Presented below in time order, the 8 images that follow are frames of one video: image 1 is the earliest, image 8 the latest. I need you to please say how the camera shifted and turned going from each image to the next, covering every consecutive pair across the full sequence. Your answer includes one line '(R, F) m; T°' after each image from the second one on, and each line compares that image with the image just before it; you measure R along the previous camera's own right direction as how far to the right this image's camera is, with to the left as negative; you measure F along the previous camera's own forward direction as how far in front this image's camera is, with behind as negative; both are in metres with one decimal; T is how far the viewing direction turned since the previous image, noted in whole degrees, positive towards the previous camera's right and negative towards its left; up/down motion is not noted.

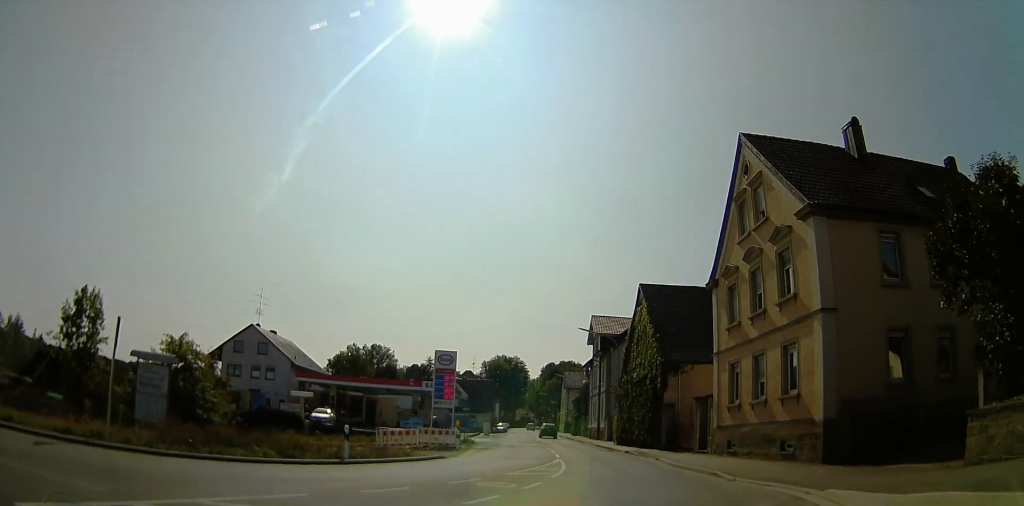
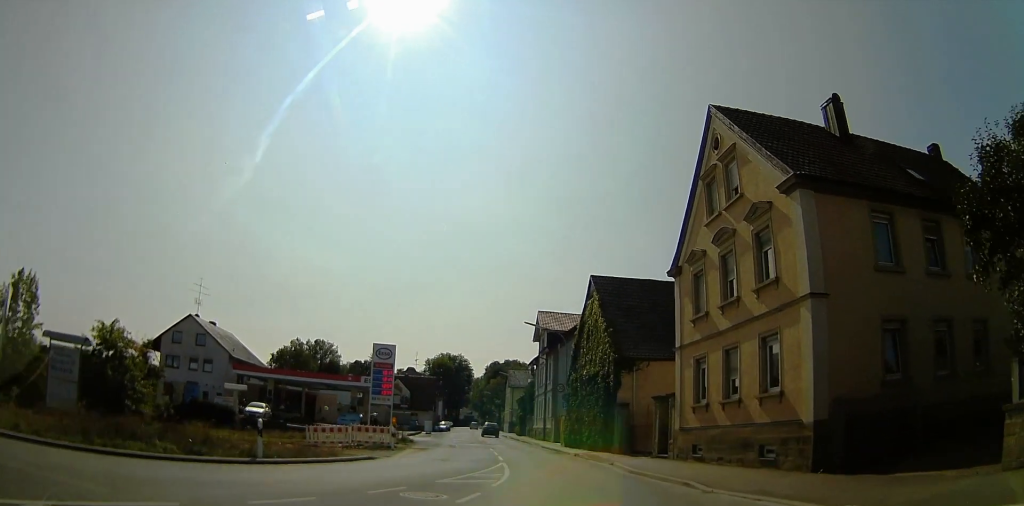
(0.0, +3.1) m; 0°
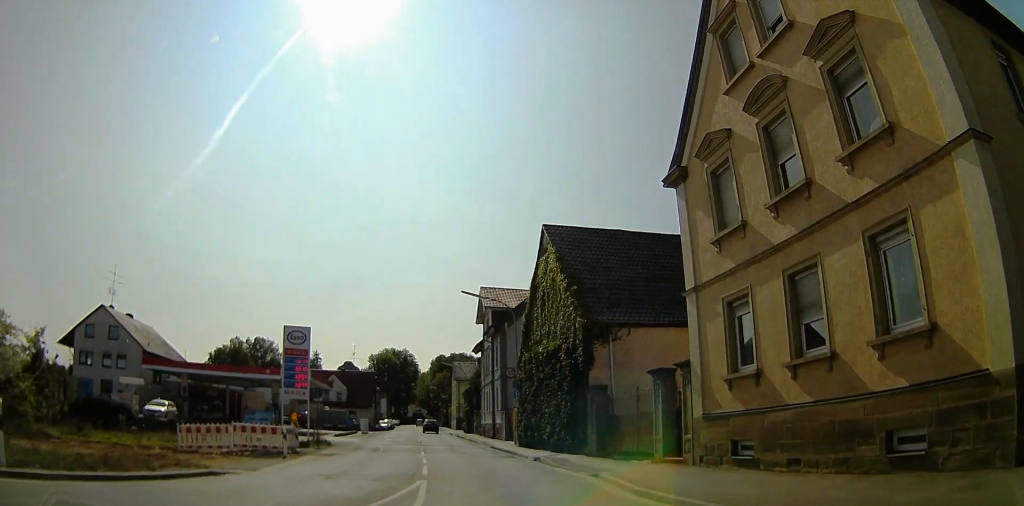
(0.0, +8.6) m; 0°
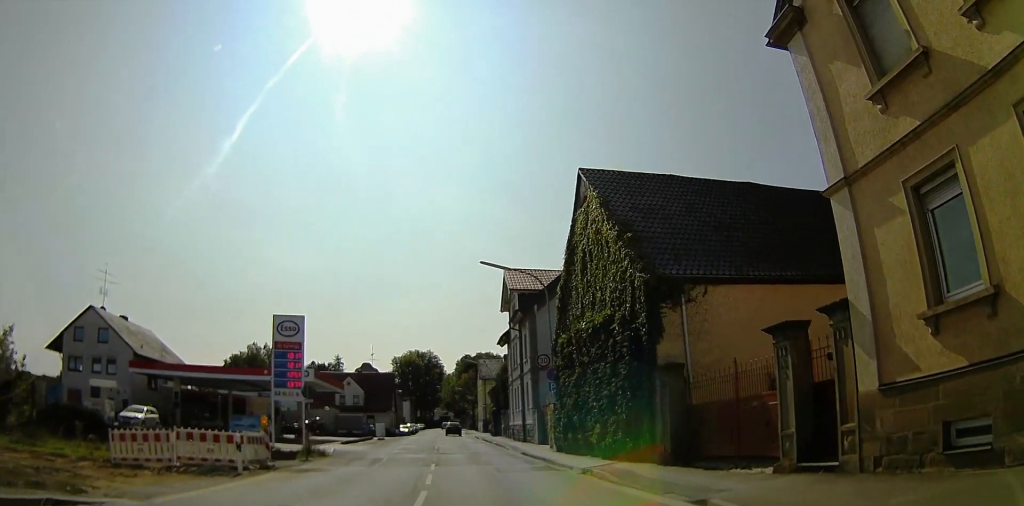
(0.0, +5.9) m; 0°
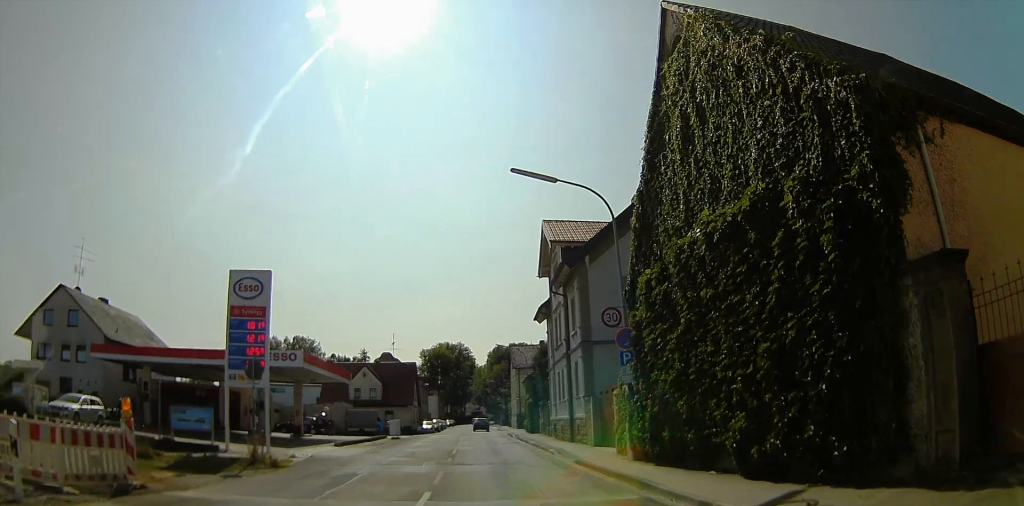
(0.0, +8.5) m; +1°
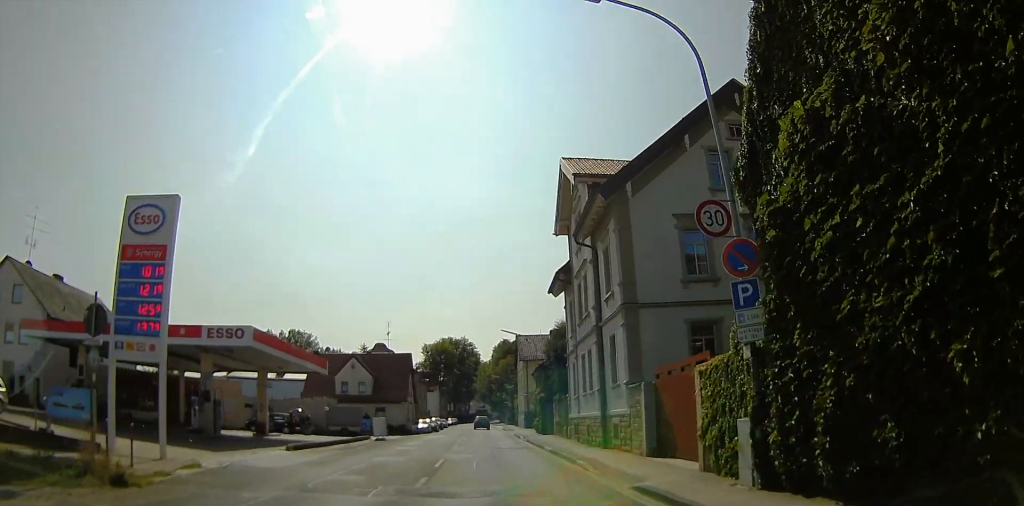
(+0.2, +7.6) m; +1°
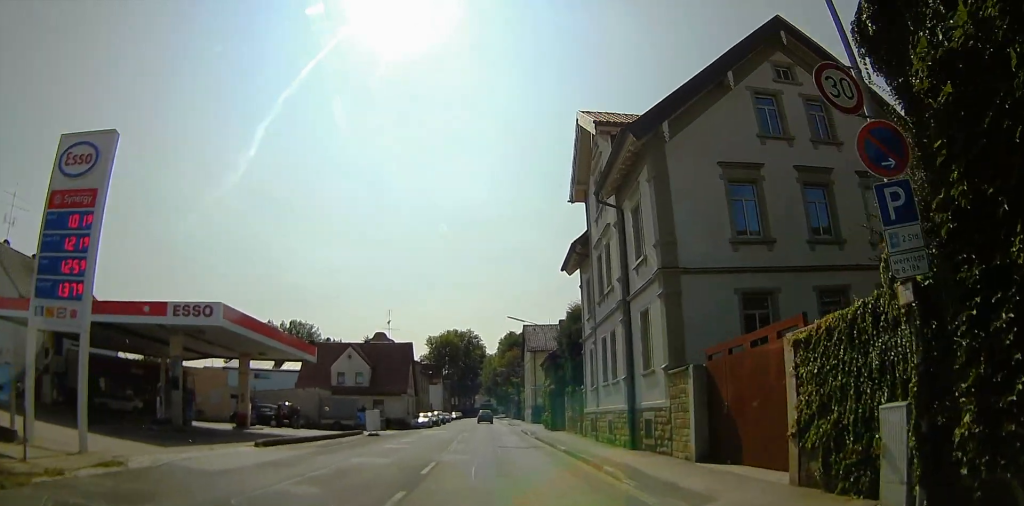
(0.0, +3.7) m; 0°
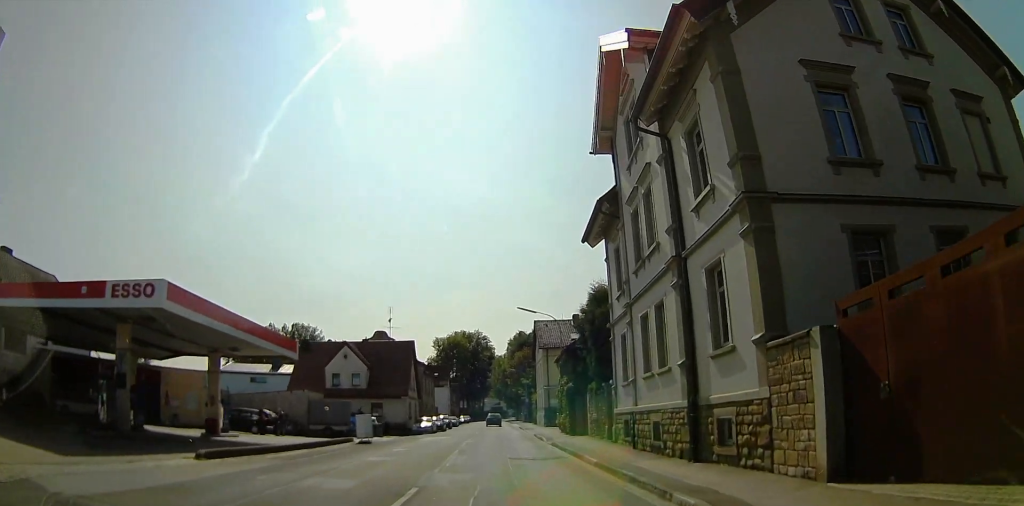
(0.0, +5.2) m; -1°
